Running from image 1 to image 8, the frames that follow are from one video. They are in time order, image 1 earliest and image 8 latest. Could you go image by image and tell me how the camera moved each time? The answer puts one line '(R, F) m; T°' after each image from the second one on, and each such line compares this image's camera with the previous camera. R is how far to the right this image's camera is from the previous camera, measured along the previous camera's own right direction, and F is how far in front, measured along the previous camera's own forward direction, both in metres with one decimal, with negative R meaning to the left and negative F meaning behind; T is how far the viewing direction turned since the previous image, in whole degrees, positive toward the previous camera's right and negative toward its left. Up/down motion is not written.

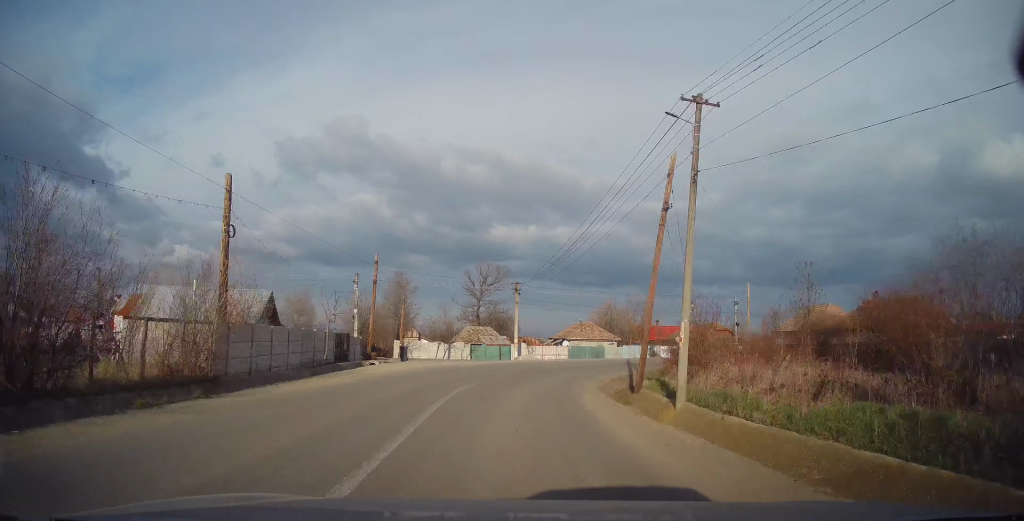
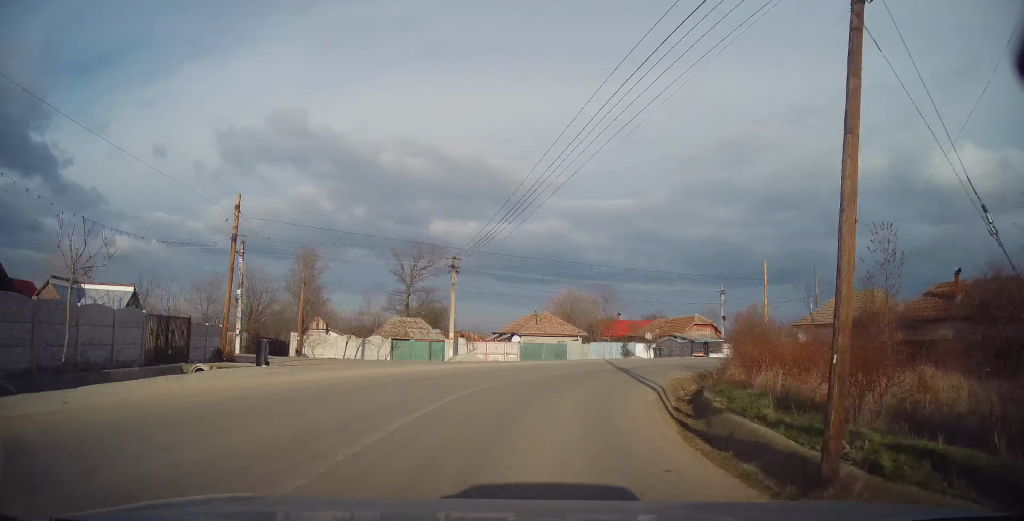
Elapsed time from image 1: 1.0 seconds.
(+0.3, +14.1) m; +6°
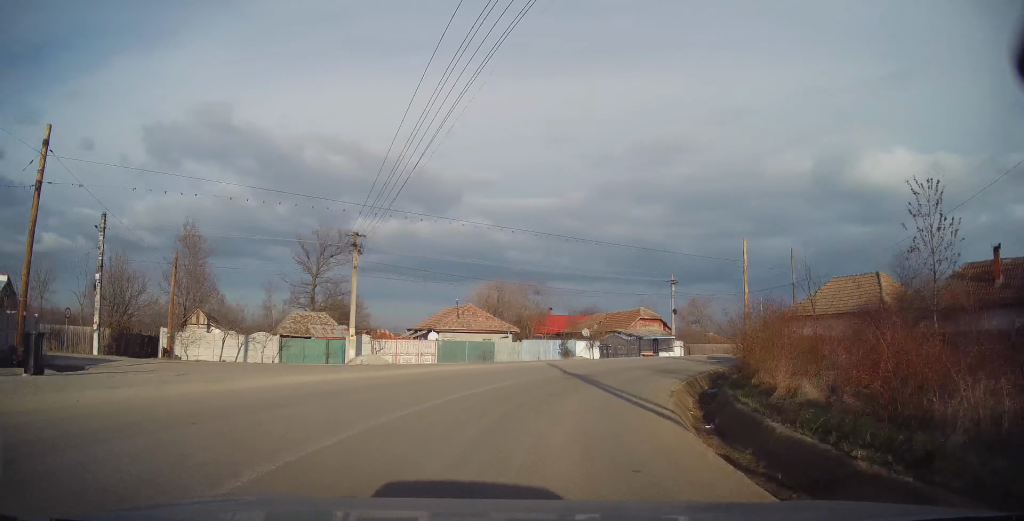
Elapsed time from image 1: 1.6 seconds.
(+0.7, +8.4) m; +9°
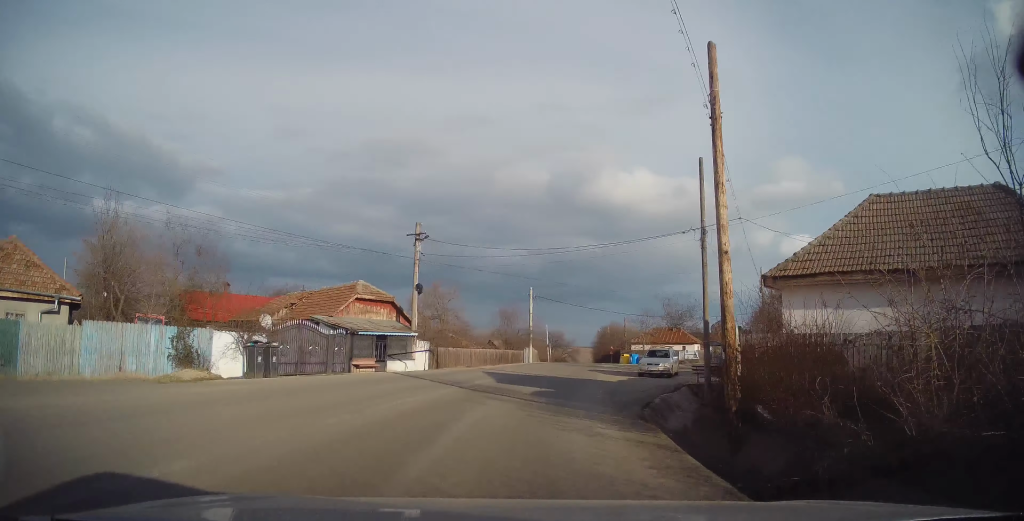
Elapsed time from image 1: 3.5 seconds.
(+6.2, +23.0) m; +27°
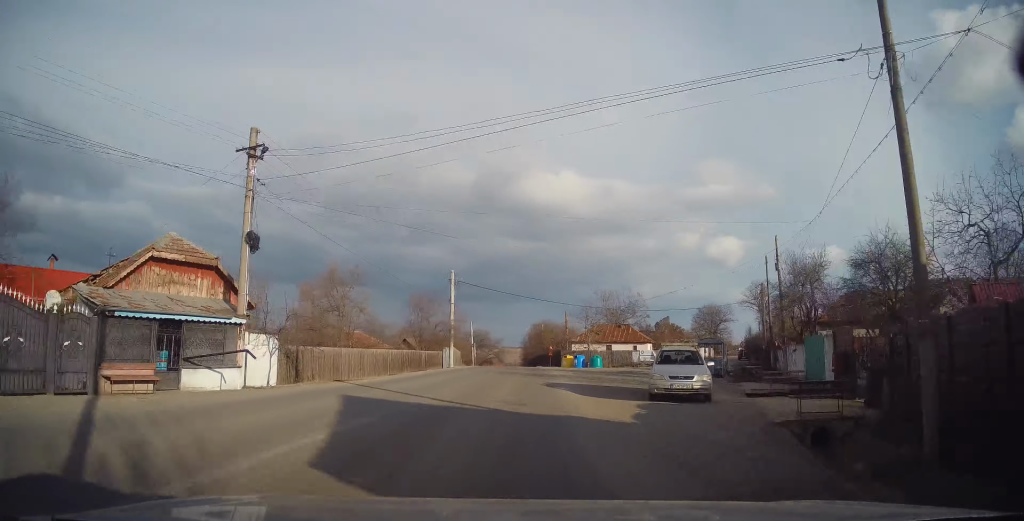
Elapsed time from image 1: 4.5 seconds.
(+1.1, +12.9) m; +7°
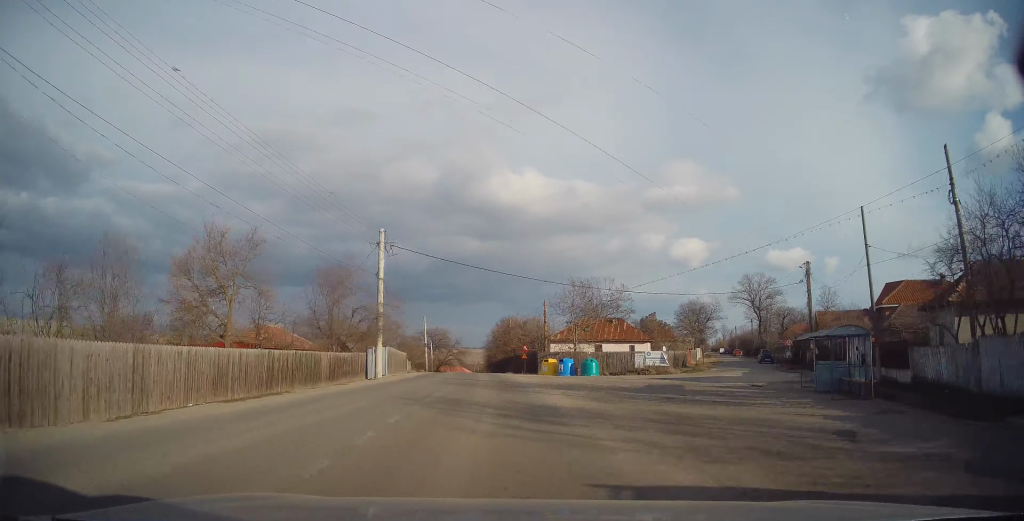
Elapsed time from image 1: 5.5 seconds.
(+0.6, +15.2) m; +3°
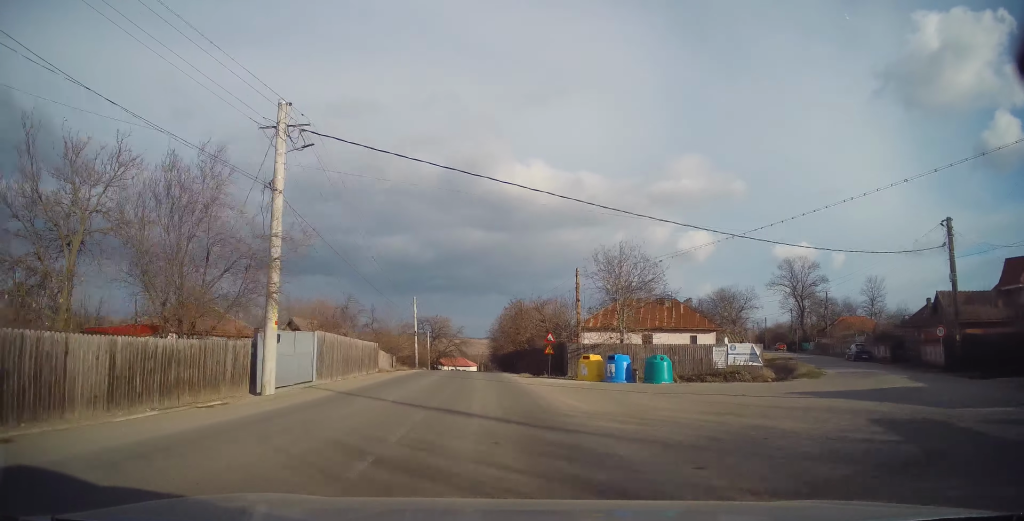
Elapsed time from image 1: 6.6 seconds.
(+0.2, +15.1) m; +2°
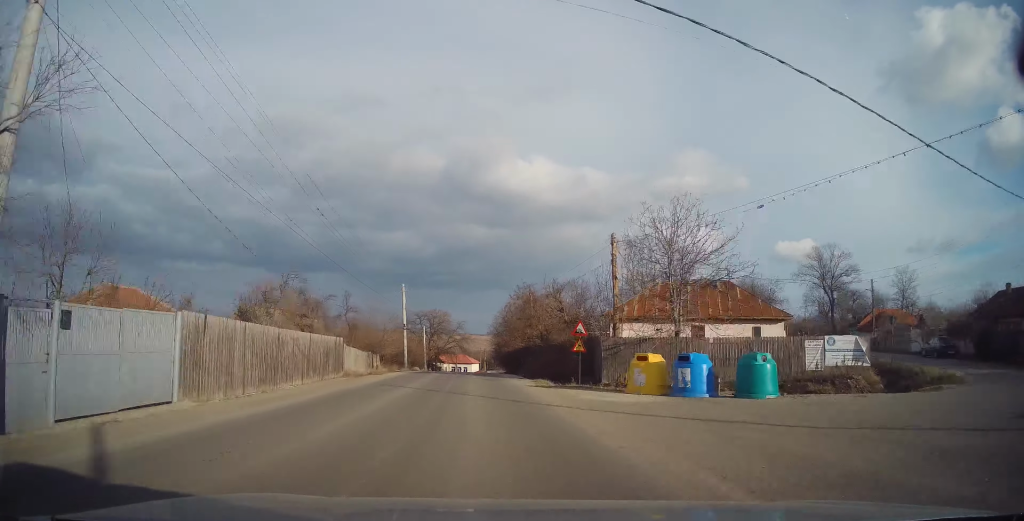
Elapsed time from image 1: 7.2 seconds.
(+0.1, +9.0) m; 0°
